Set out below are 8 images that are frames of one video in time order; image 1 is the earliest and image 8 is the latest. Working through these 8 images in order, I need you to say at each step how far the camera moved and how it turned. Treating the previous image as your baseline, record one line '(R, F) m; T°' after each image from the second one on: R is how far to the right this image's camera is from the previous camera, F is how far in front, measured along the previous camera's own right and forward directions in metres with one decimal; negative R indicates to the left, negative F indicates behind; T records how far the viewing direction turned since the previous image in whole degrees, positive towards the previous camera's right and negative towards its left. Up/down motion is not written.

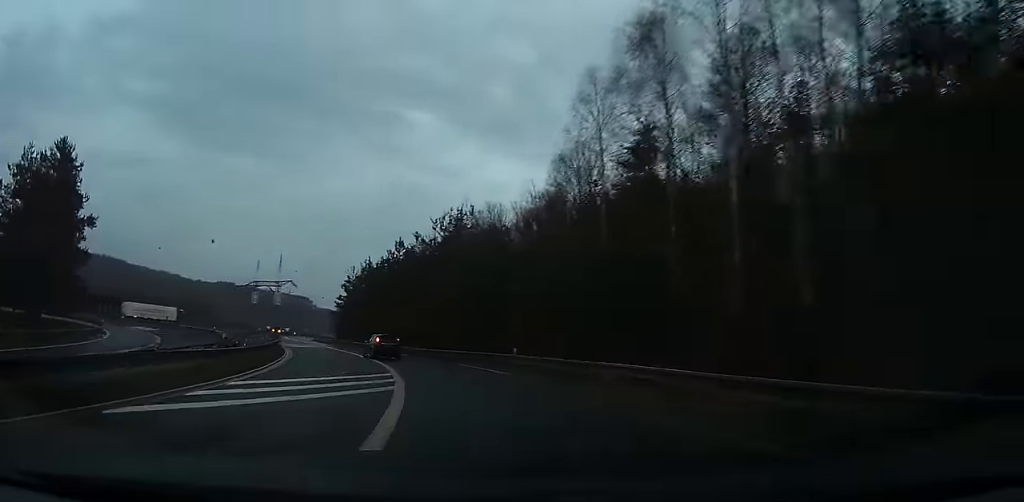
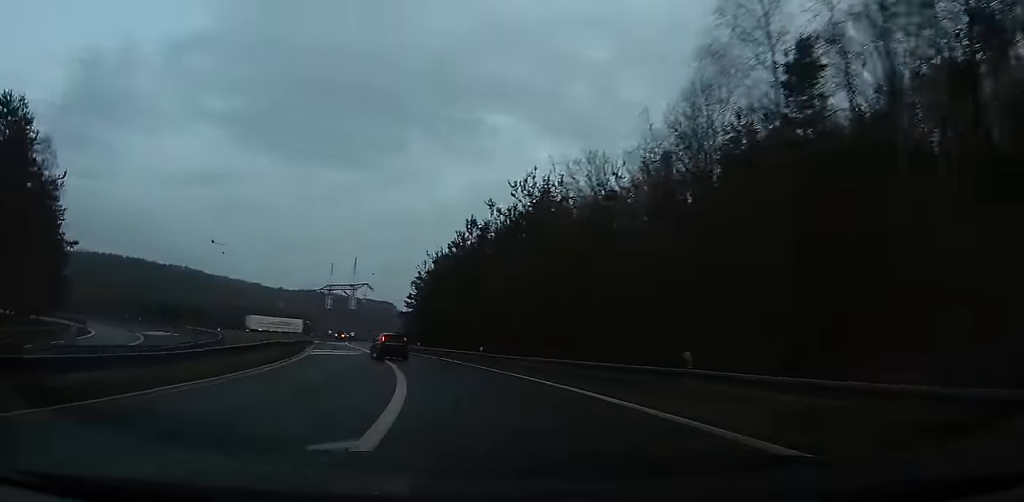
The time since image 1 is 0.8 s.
(0.0, +12.7) m; -12°
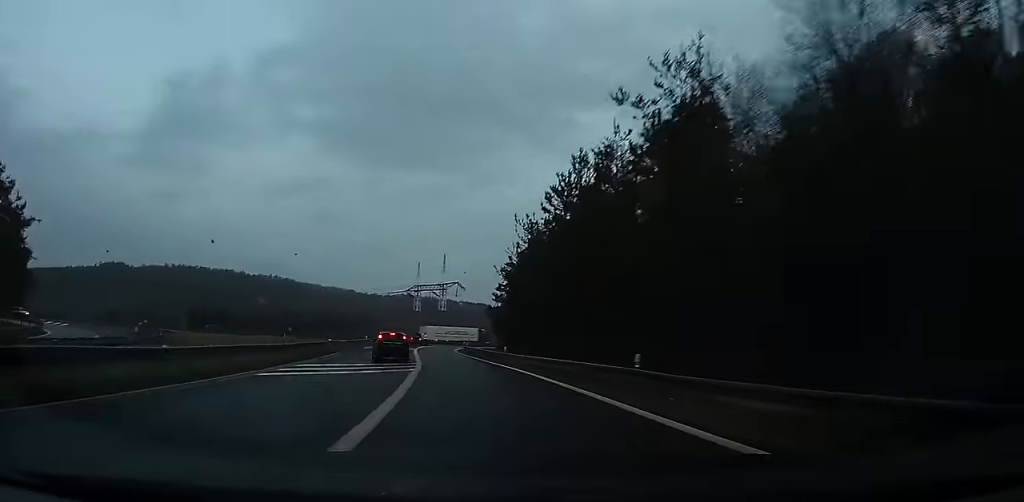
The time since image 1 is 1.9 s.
(-3.5, +16.8) m; -13°
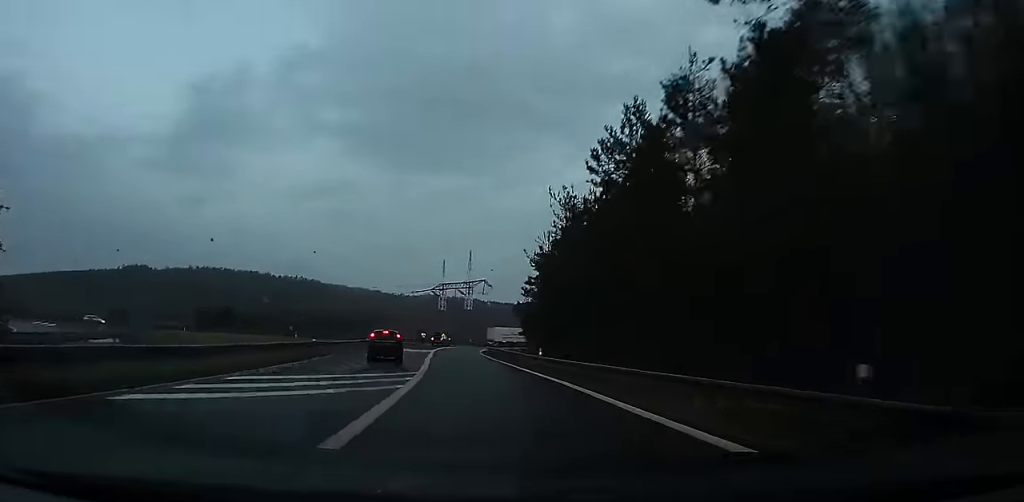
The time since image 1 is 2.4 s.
(+0.1, +7.1) m; -3°
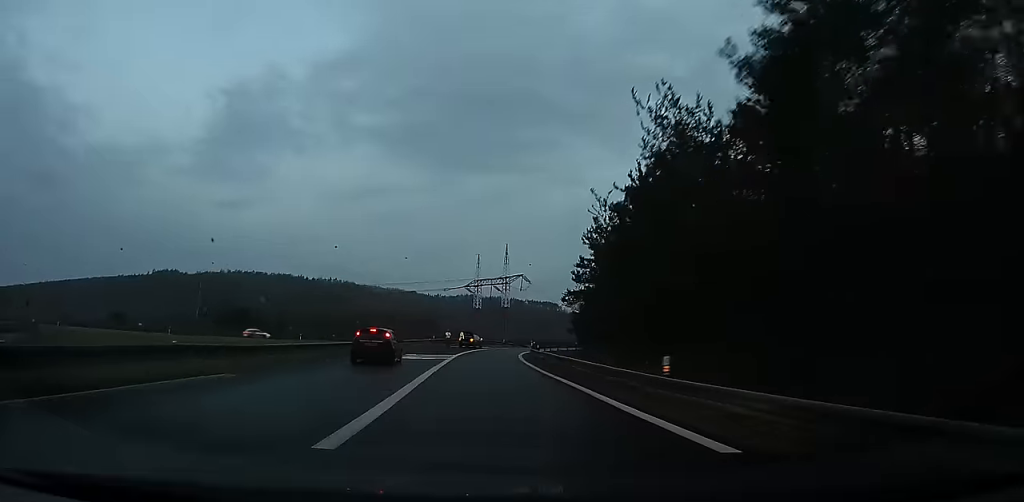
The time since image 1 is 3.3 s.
(-0.8, +13.3) m; -8°
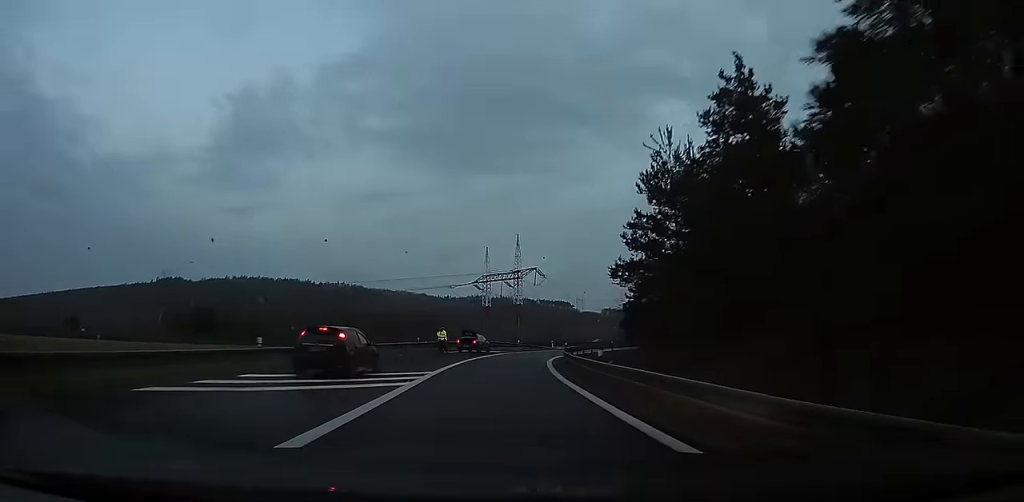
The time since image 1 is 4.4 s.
(-1.7, +16.2) m; -6°
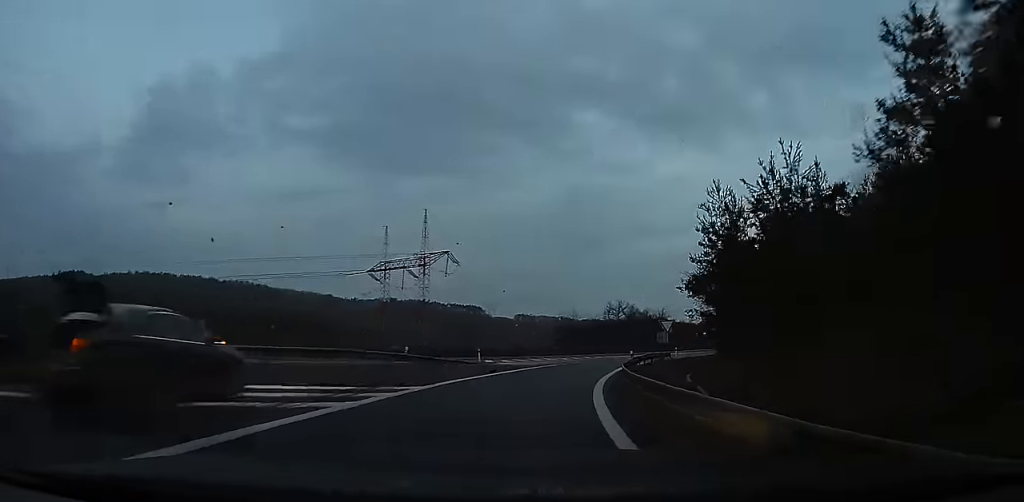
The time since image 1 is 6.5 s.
(-0.3, +32.8) m; +3°
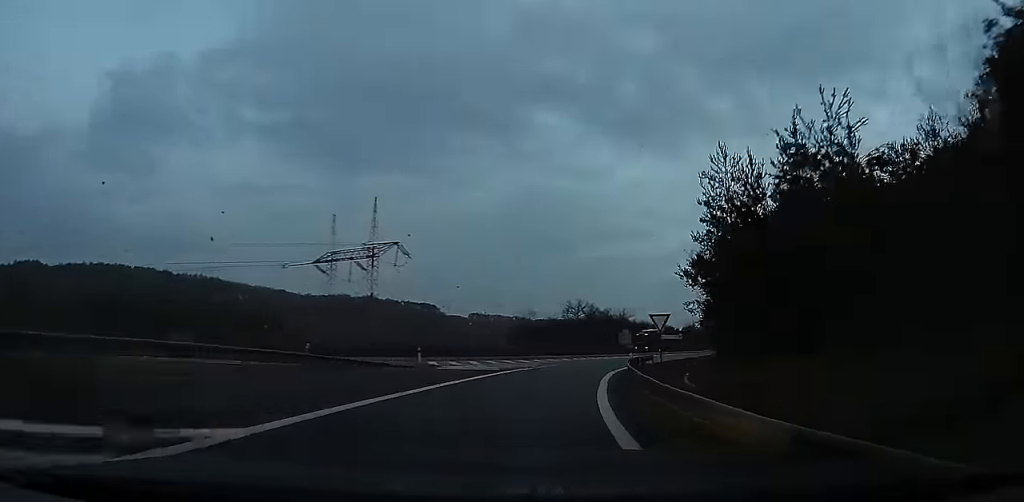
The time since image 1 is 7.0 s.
(+0.1, +6.8) m; +3°
